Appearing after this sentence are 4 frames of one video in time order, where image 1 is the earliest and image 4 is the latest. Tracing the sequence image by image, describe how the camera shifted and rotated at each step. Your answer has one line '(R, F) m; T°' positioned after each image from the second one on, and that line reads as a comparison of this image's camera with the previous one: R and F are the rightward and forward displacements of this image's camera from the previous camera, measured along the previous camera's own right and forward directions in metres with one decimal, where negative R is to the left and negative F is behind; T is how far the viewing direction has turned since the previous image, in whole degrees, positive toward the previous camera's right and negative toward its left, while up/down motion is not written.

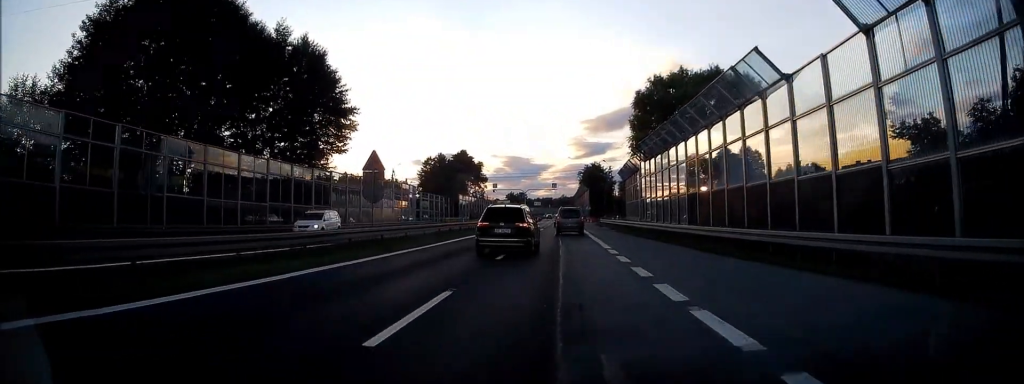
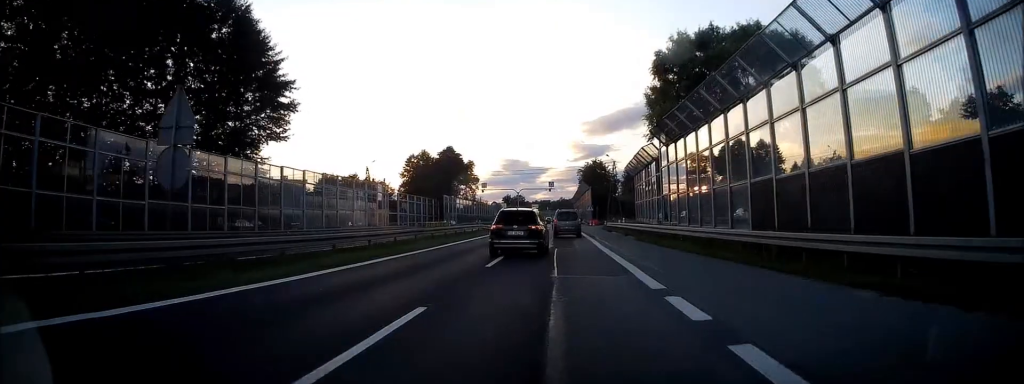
(0.0, +13.4) m; 0°
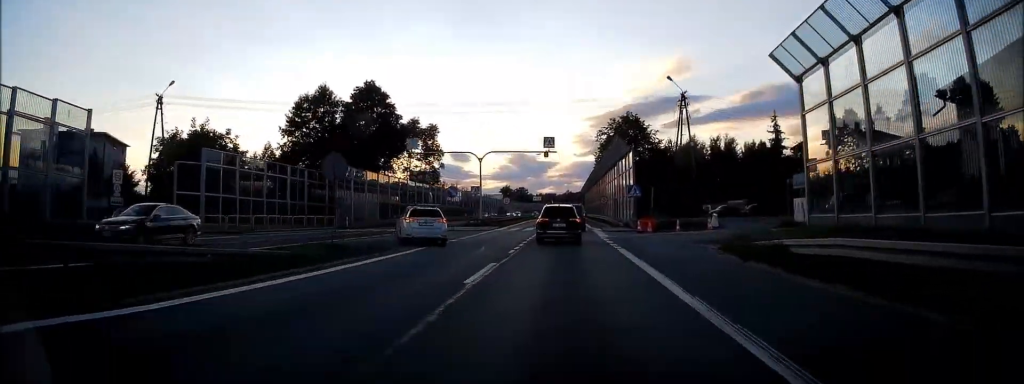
(-0.4, +53.3) m; 0°
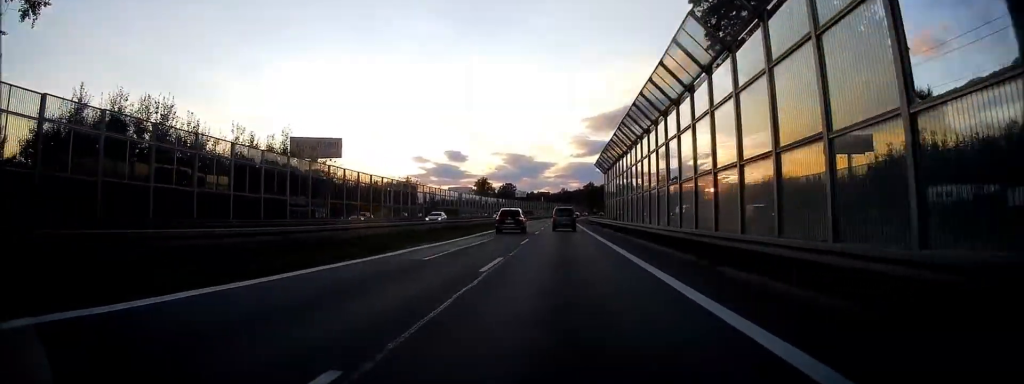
(+0.2, +83.8) m; +1°
